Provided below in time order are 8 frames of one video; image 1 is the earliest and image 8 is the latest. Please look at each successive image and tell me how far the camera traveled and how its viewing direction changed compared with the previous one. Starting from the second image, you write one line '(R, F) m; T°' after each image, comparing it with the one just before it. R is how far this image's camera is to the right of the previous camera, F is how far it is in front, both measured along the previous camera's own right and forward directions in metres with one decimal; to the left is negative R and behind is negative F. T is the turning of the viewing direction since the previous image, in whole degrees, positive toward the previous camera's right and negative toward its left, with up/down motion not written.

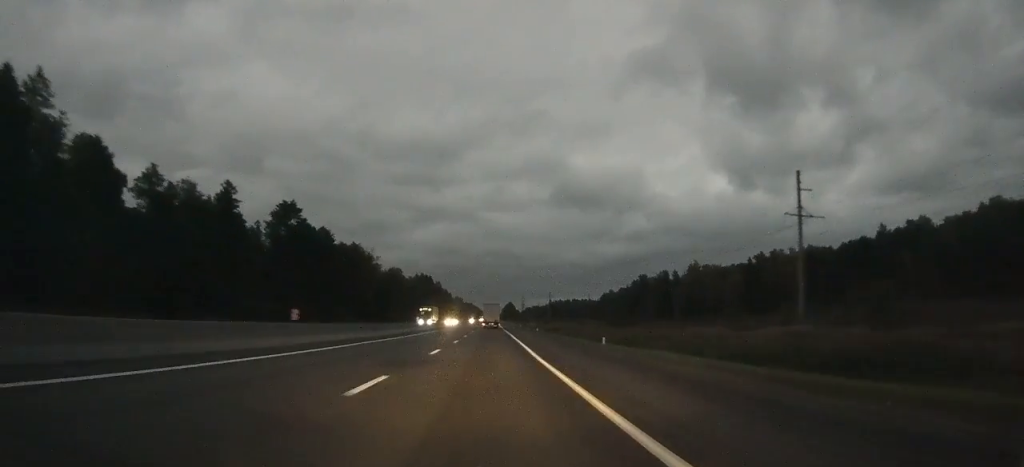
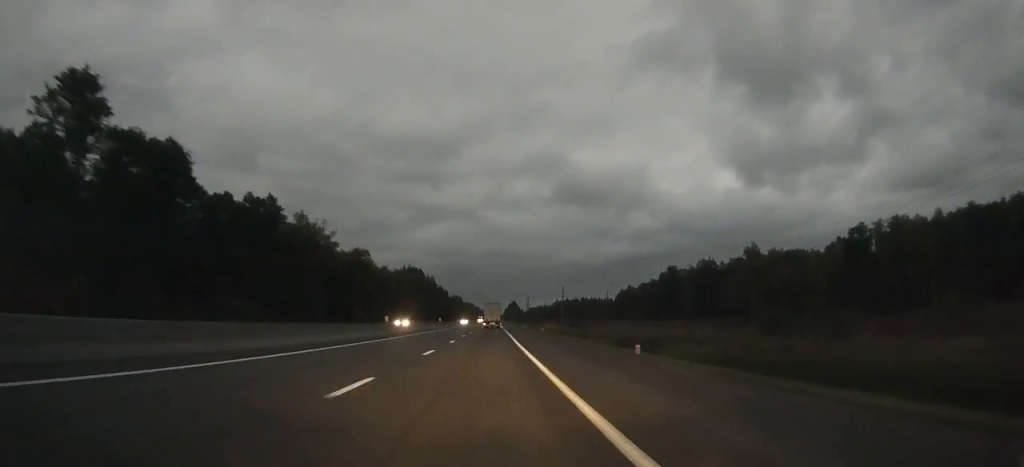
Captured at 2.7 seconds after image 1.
(+0.4, +60.5) m; 0°
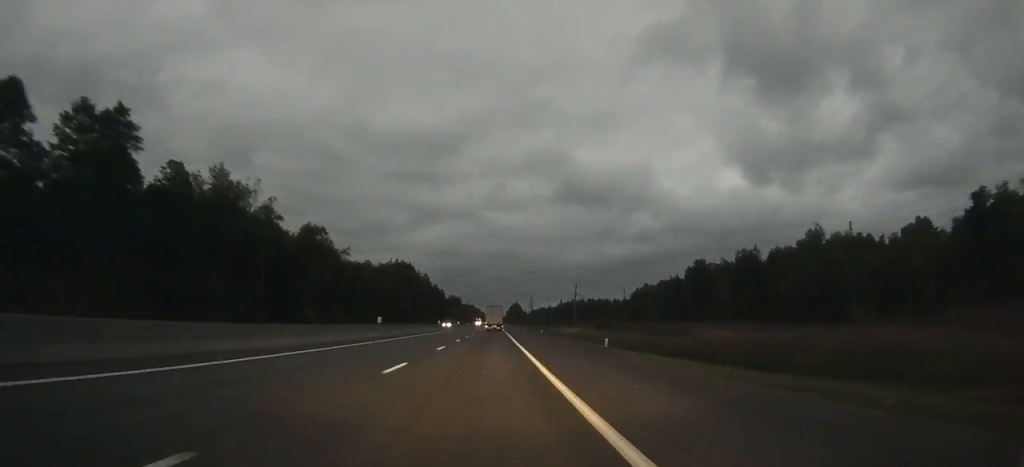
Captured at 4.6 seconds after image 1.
(0.0, +43.6) m; 0°
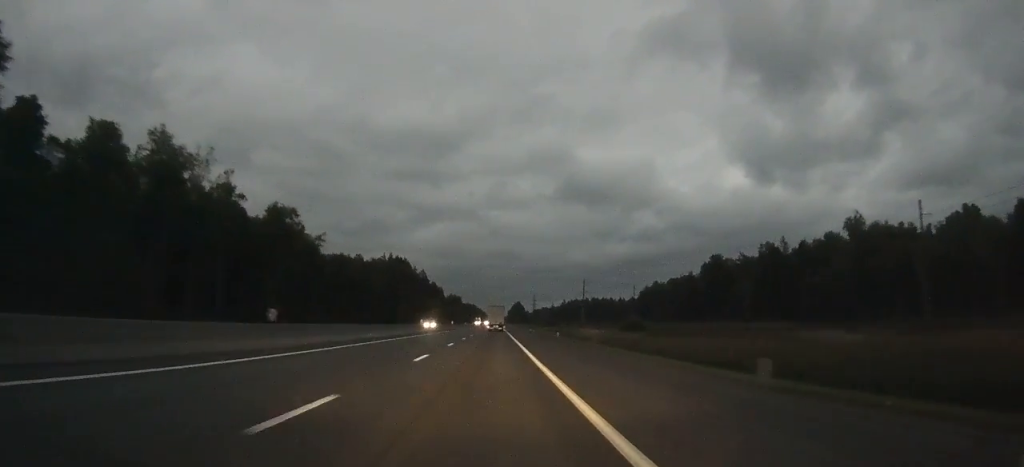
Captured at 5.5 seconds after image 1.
(0.0, +19.5) m; 0°
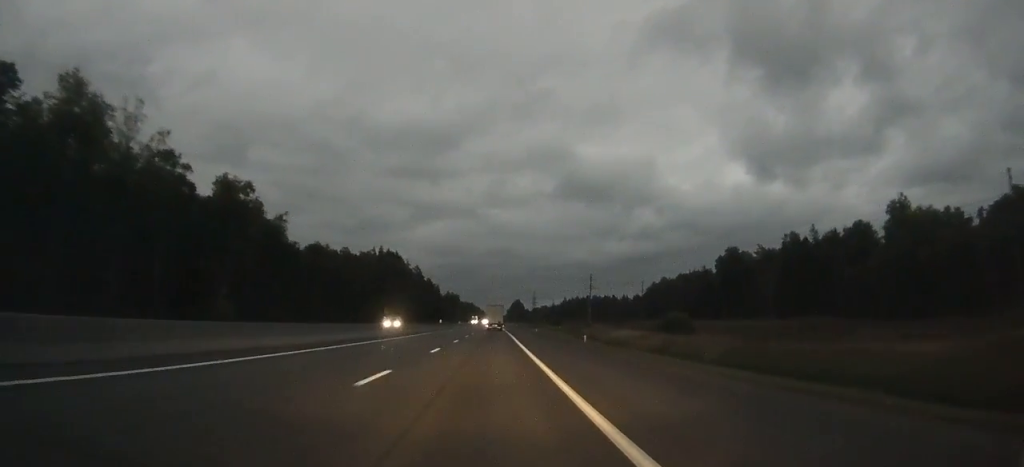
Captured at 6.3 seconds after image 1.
(0.0, +19.4) m; 0°
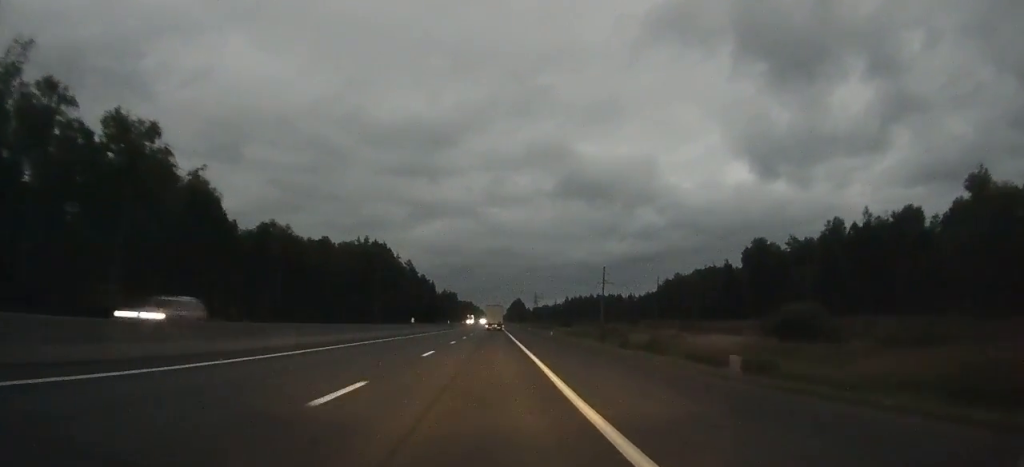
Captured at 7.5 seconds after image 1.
(0.0, +26.7) m; 0°
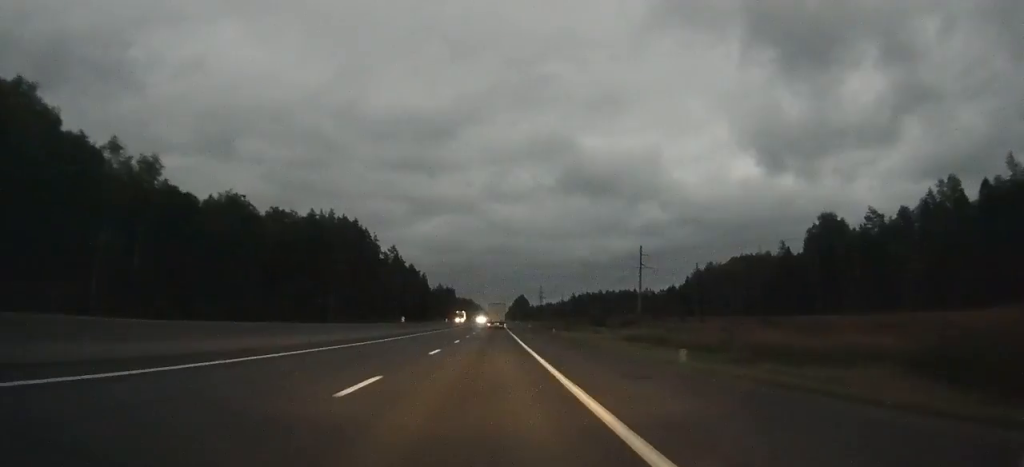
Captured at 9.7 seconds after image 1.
(-0.2, +47.3) m; 0°
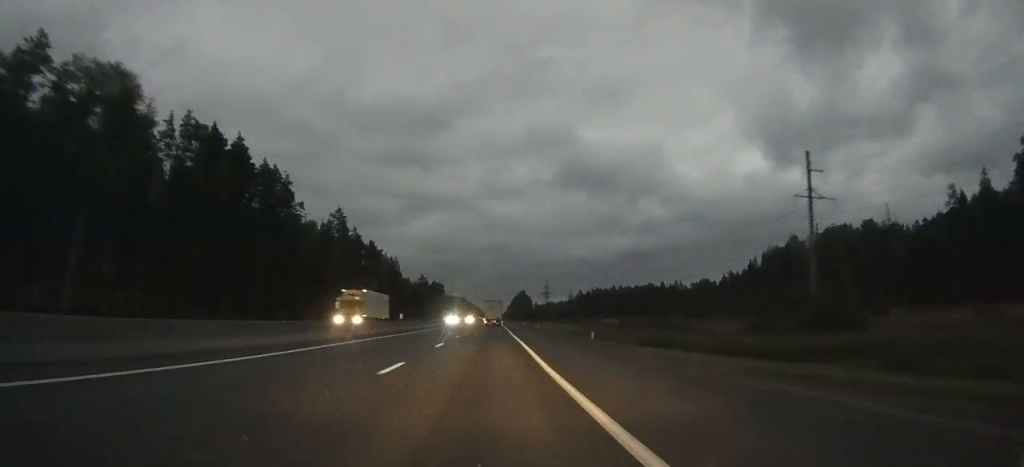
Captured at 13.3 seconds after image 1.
(-0.2, +79.8) m; 0°
